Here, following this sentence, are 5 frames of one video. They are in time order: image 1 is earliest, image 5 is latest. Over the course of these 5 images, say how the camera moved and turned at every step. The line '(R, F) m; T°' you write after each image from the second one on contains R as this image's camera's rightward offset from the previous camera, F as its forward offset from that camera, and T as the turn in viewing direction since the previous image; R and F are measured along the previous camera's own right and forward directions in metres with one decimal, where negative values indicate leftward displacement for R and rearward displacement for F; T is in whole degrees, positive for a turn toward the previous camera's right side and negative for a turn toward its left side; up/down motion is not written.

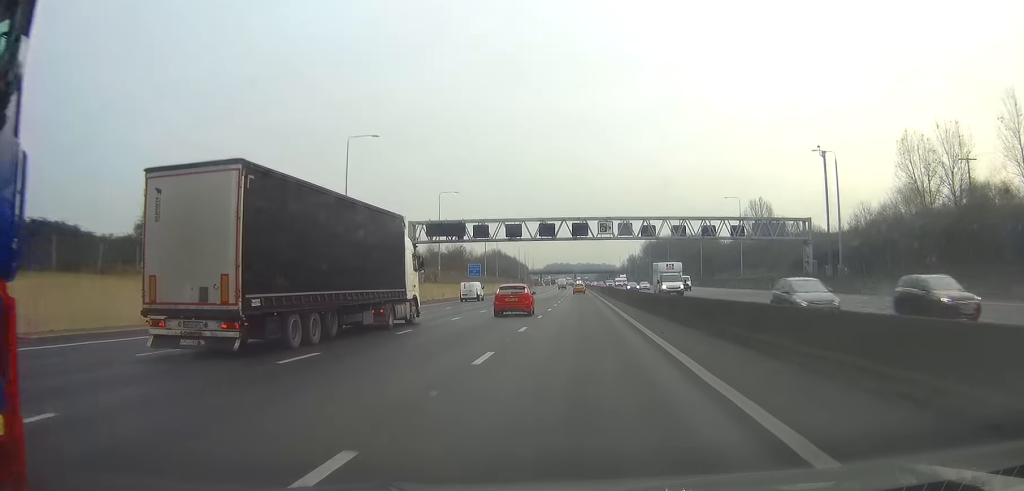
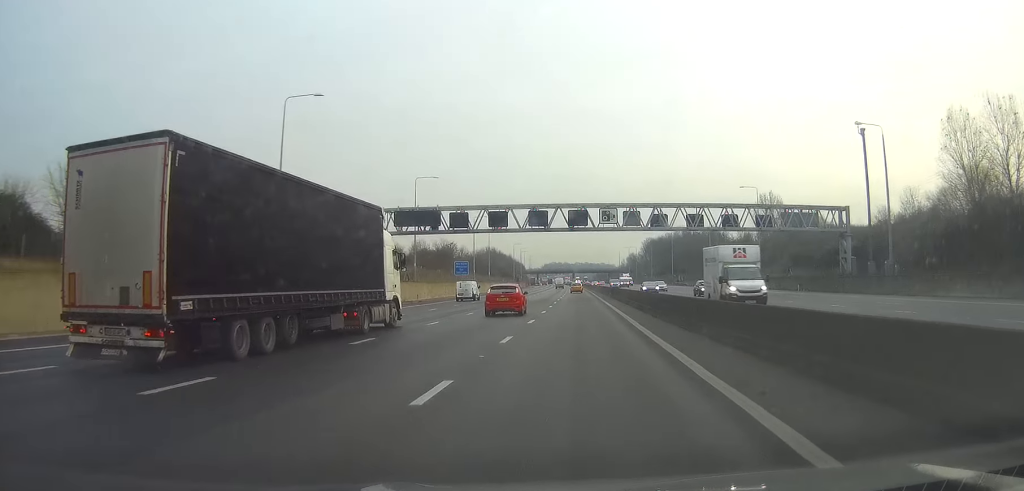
(0.0, +13.8) m; 0°
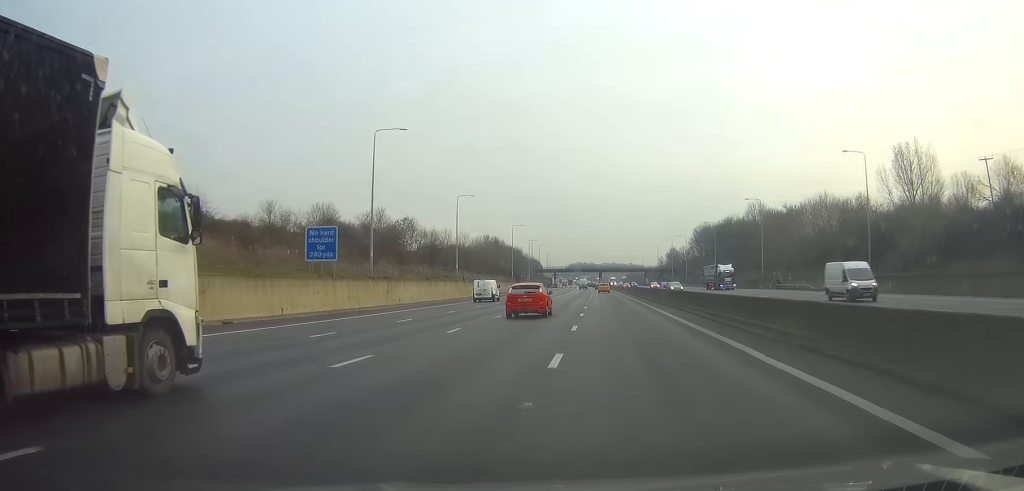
(-1.5, +81.6) m; -2°
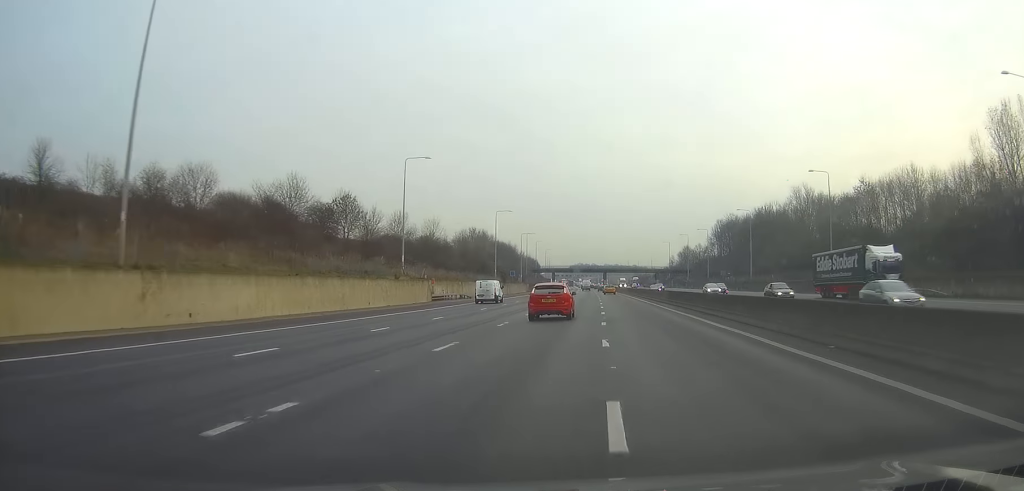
(-0.1, +35.7) m; 0°
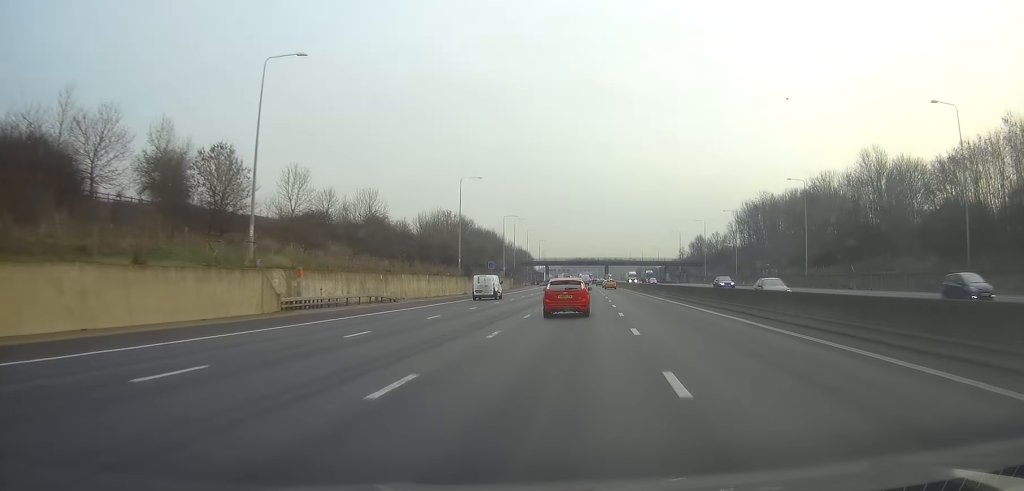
(+0.1, +36.4) m; +1°
